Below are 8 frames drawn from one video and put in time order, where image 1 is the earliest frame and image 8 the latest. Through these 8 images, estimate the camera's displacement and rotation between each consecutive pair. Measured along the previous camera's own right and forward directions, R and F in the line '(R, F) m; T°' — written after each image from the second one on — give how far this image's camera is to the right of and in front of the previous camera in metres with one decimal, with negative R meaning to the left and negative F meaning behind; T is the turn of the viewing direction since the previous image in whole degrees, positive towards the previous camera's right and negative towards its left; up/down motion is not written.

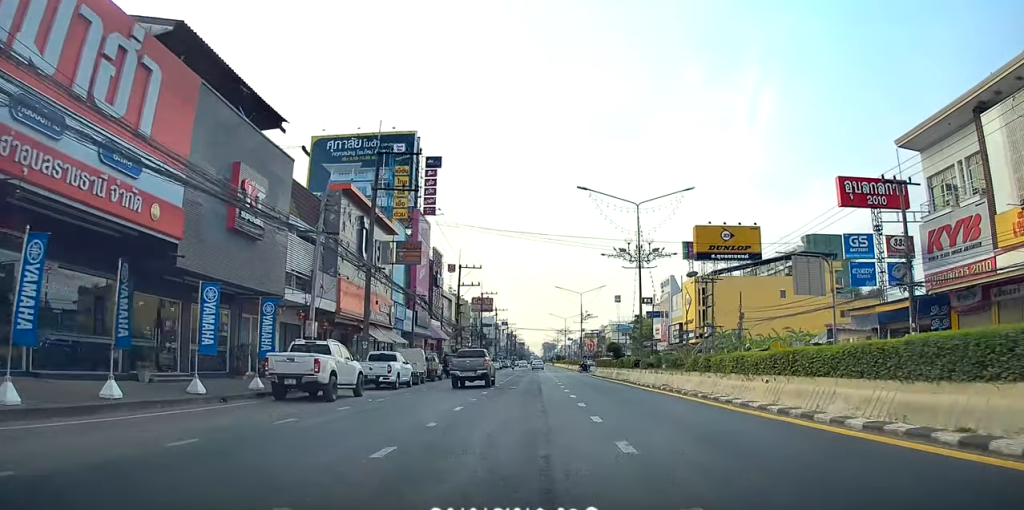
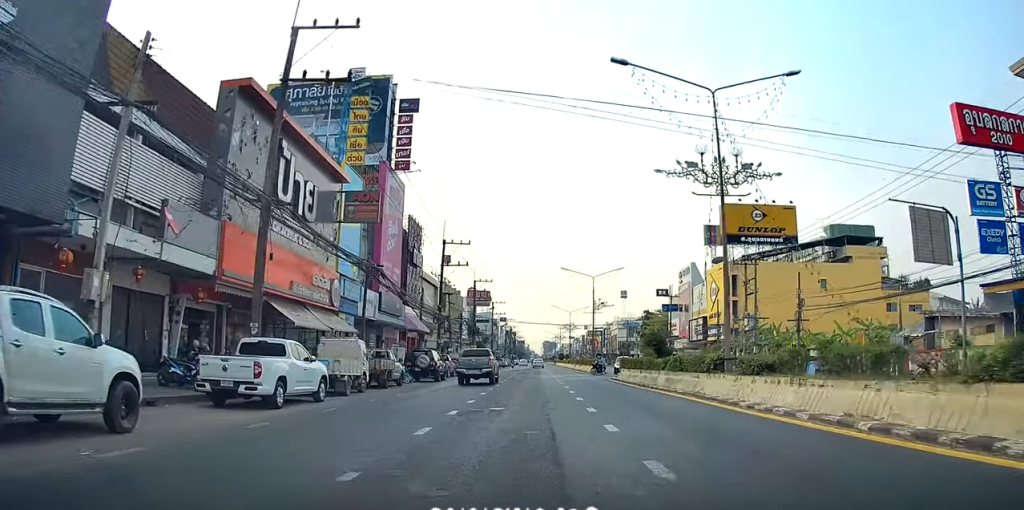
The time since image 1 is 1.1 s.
(+0.5, +13.0) m; +1°
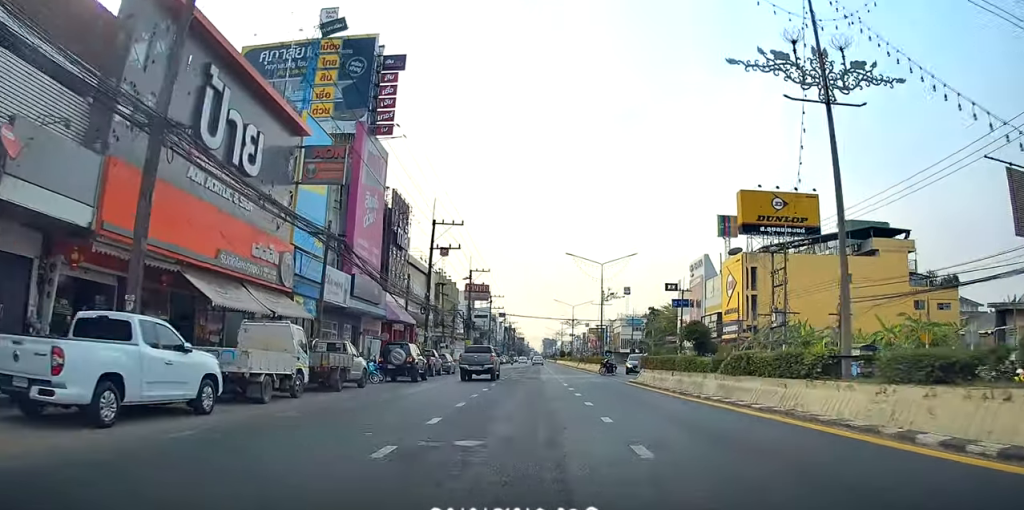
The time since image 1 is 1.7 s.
(+0.5, +6.6) m; -2°
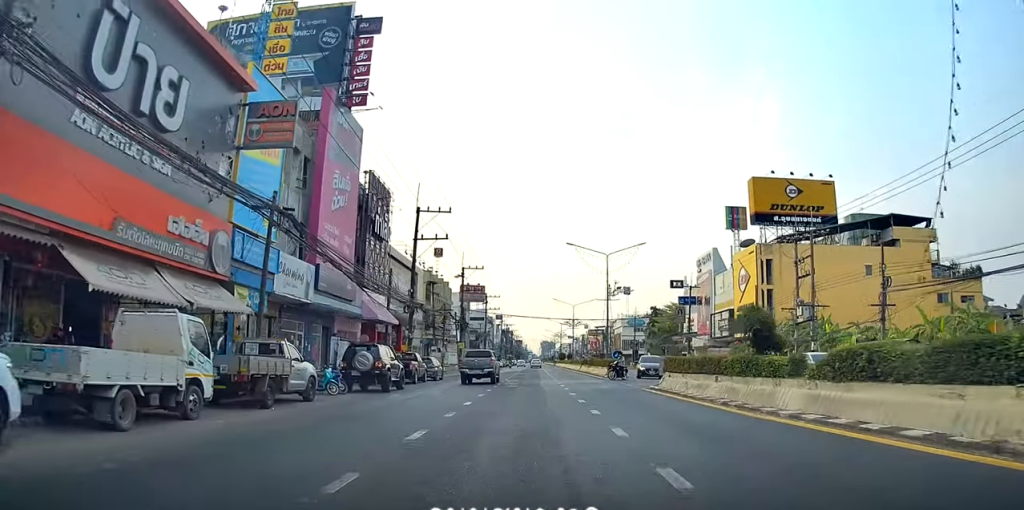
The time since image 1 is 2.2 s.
(-0.7, +5.9) m; -1°
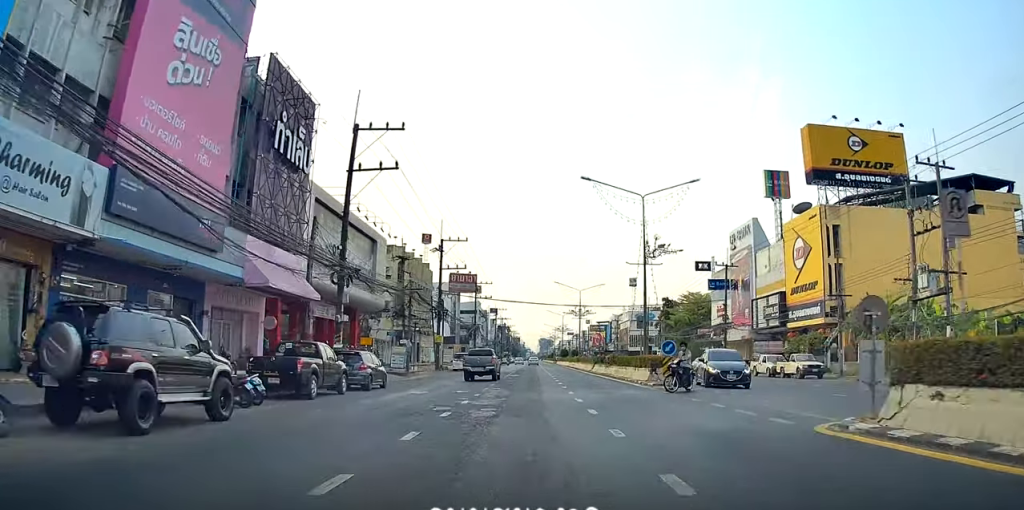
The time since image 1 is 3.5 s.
(-0.1, +16.6) m; -1°
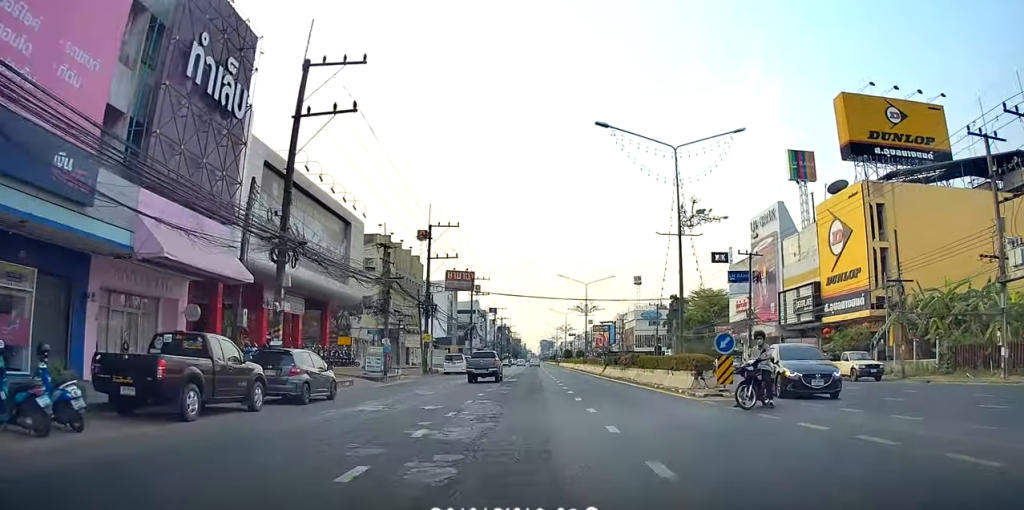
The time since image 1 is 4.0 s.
(-0.1, +7.0) m; 0°
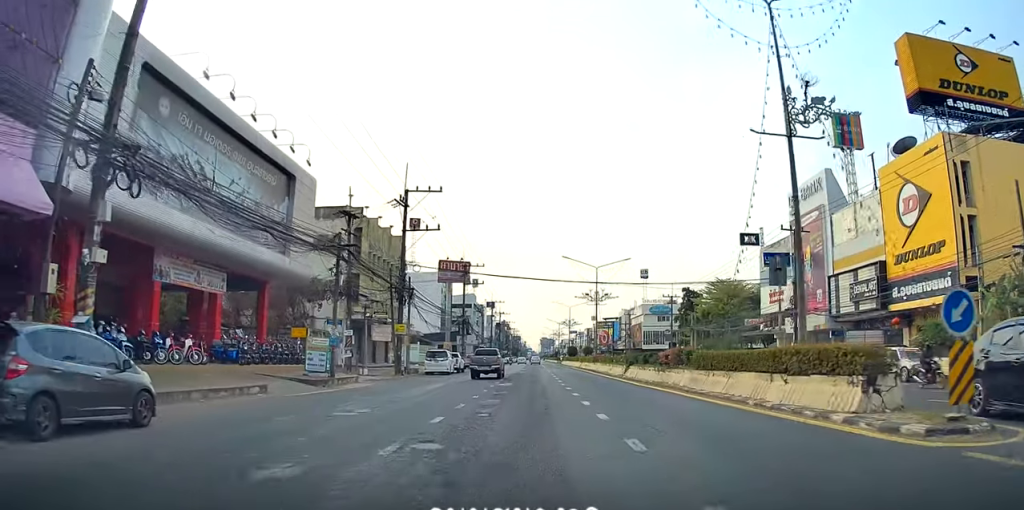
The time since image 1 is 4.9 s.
(-0.3, +11.1) m; +1°
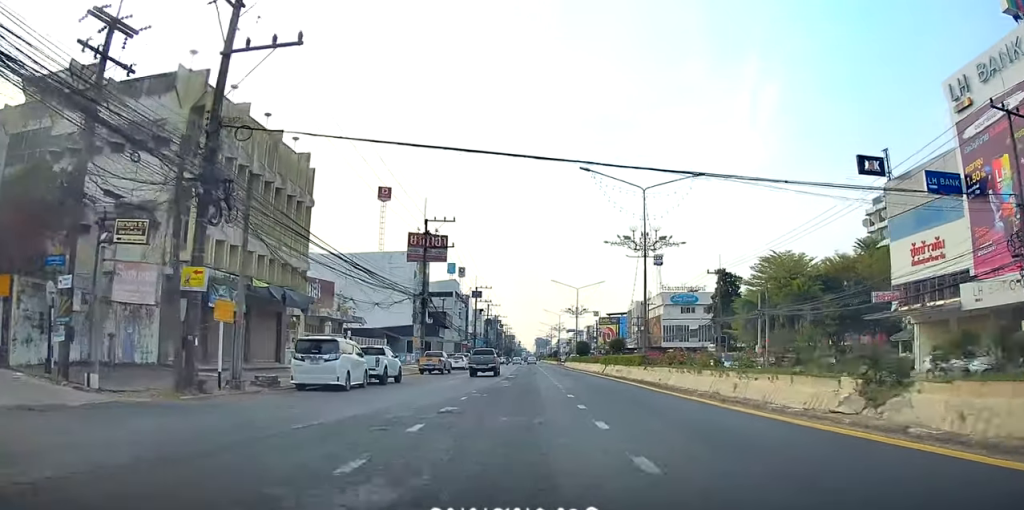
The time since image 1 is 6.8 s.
(+1.0, +26.1) m; -1°
